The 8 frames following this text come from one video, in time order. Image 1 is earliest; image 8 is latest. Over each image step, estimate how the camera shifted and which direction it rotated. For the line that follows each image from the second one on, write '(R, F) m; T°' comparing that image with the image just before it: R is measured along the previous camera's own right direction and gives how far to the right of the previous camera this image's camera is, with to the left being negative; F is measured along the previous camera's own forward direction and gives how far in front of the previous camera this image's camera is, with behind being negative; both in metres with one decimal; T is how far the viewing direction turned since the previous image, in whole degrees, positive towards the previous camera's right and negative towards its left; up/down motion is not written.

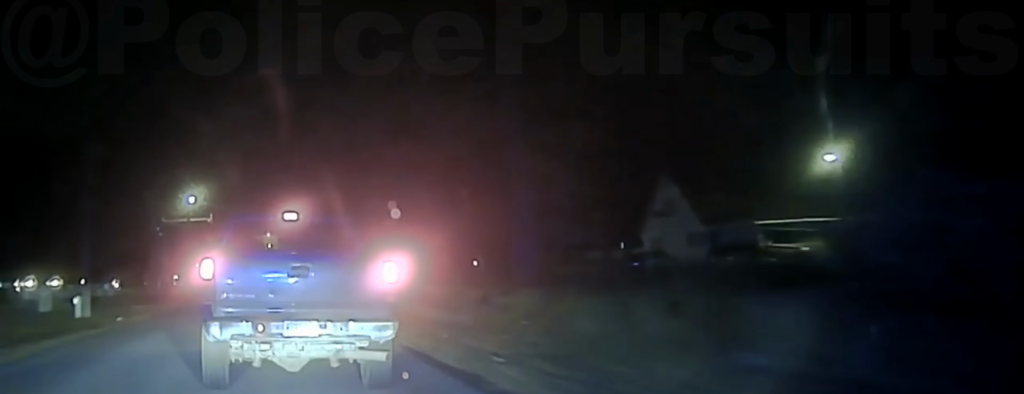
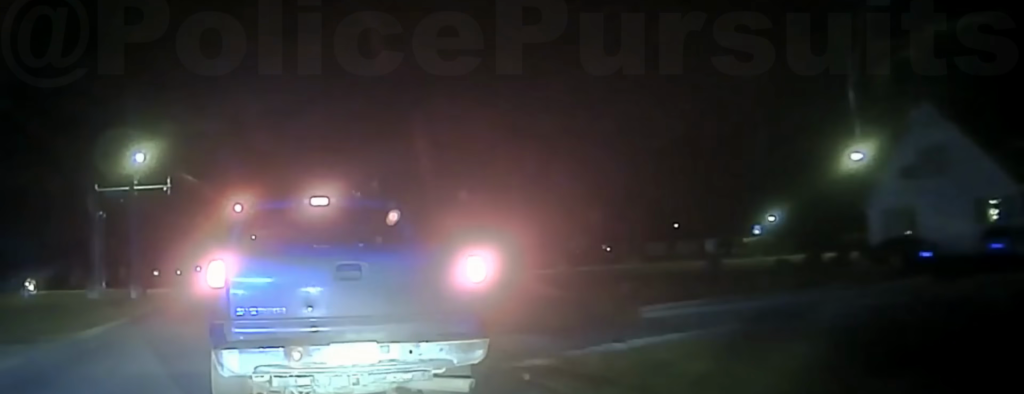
(0.0, +28.0) m; +1°
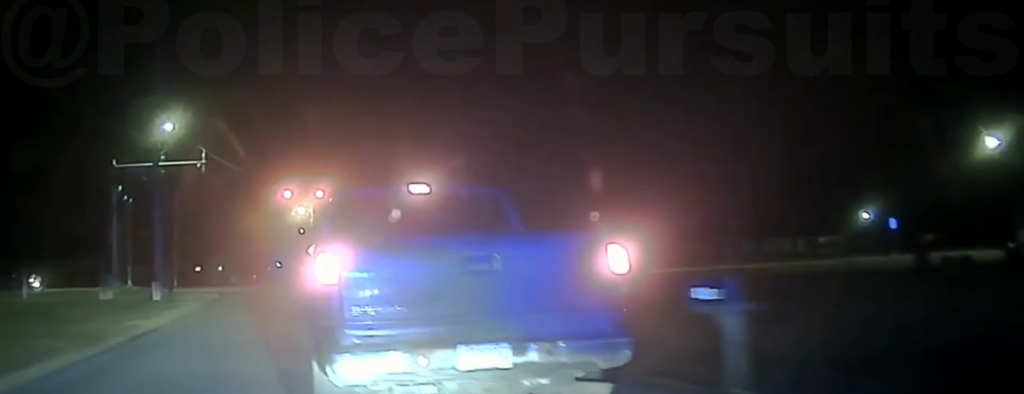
(0.0, +10.0) m; -1°
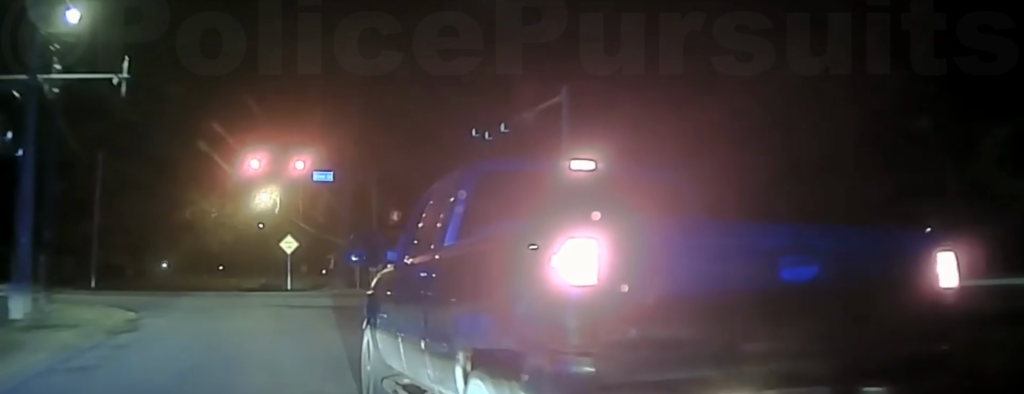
(-0.5, +17.8) m; +2°
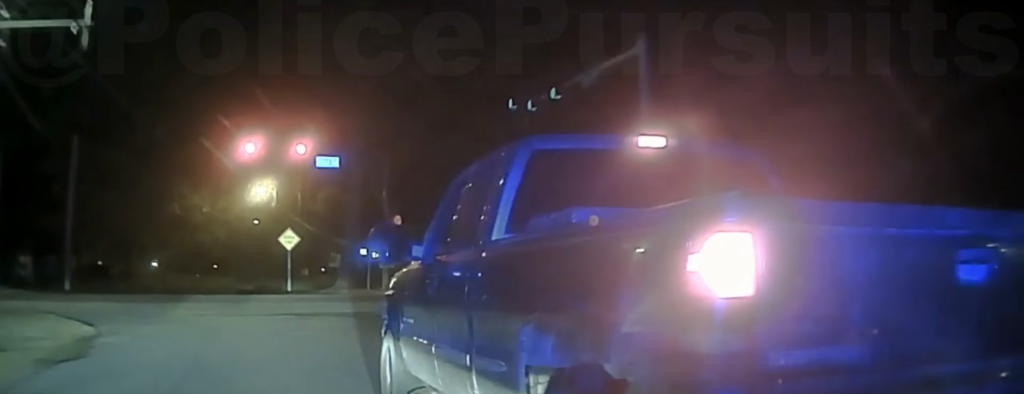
(+0.1, +5.0) m; +4°
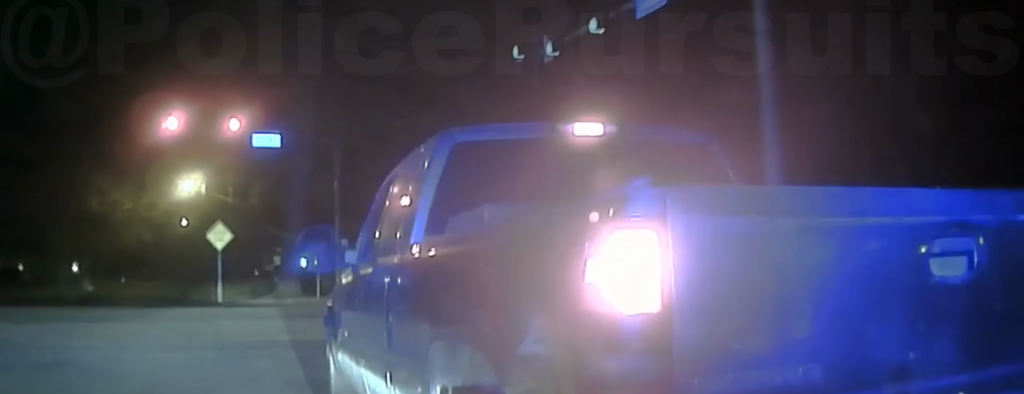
(+0.4, +8.2) m; +9°
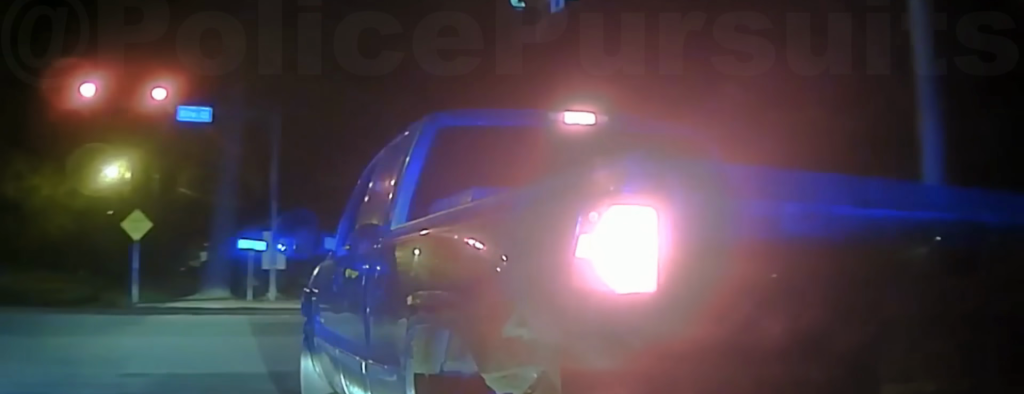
(+0.7, +4.7) m; +11°
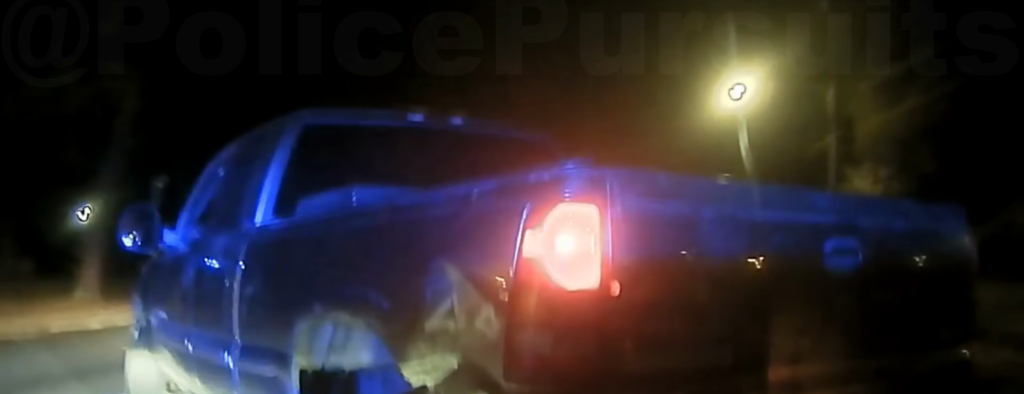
(+7.7, +16.2) m; +49°
